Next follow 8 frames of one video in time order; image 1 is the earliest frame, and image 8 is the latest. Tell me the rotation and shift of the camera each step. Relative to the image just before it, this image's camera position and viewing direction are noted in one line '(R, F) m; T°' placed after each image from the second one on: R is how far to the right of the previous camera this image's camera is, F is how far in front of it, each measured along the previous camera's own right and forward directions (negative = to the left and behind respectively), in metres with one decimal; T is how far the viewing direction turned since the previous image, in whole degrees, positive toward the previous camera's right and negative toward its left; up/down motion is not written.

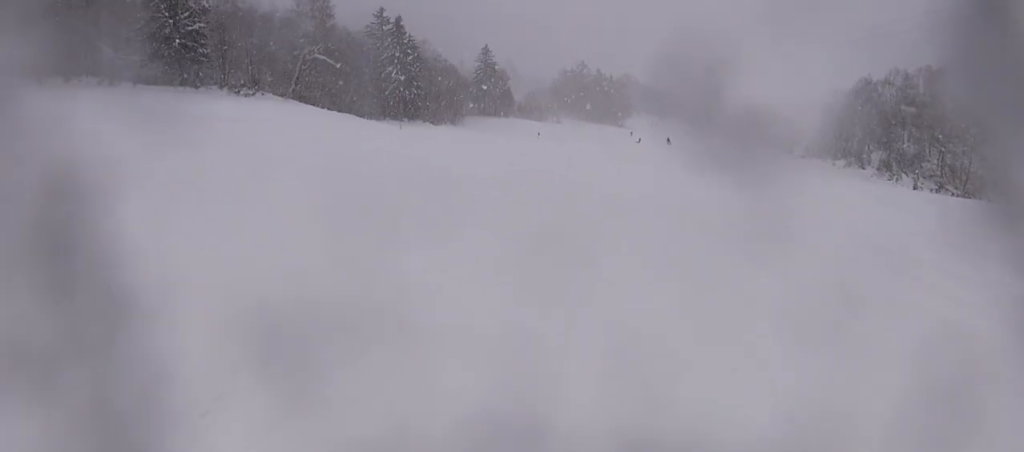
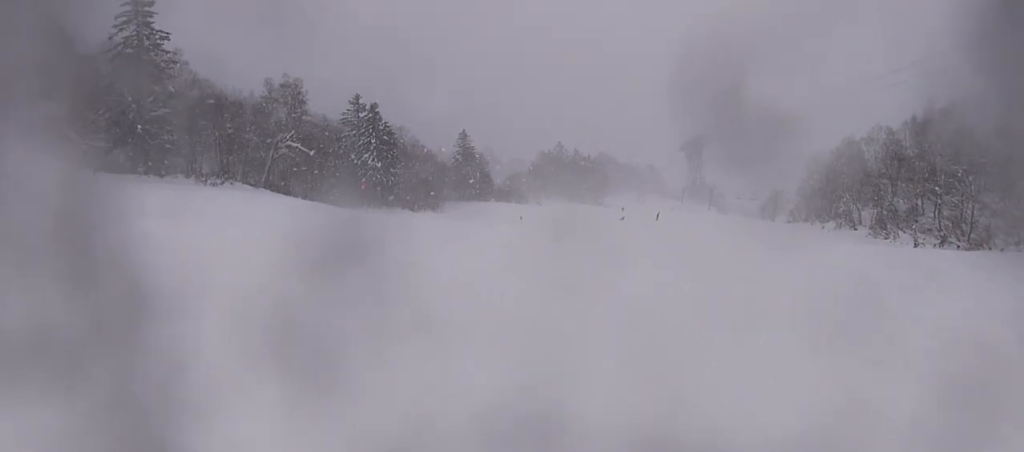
(+0.8, +4.6) m; +1°
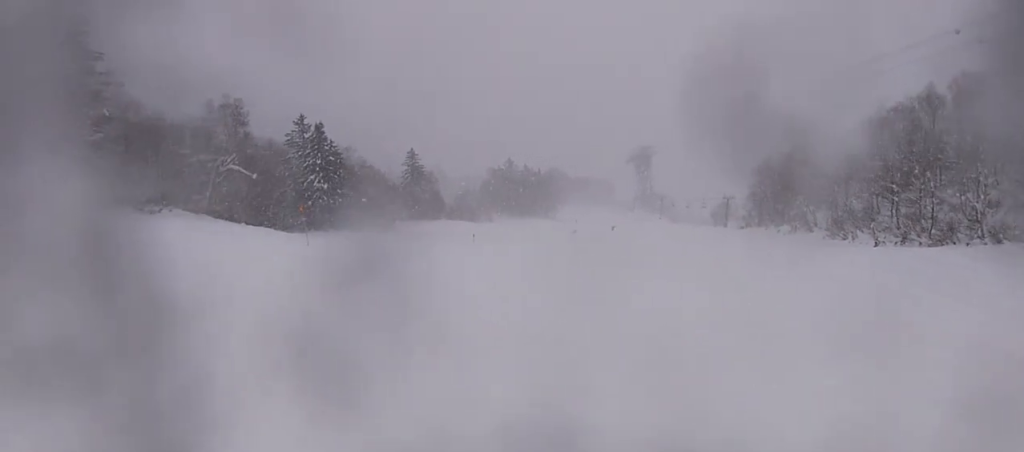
(+0.1, +2.3) m; +3°
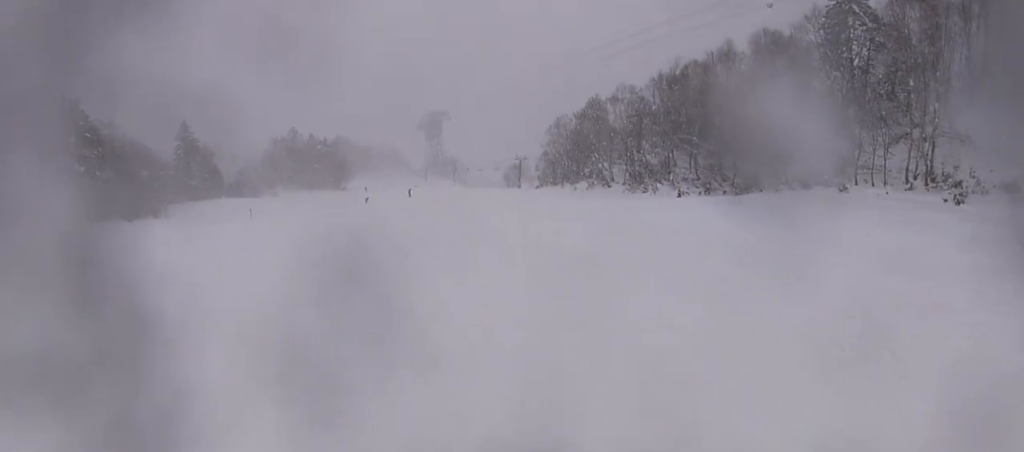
(-0.6, +4.6) m; +12°
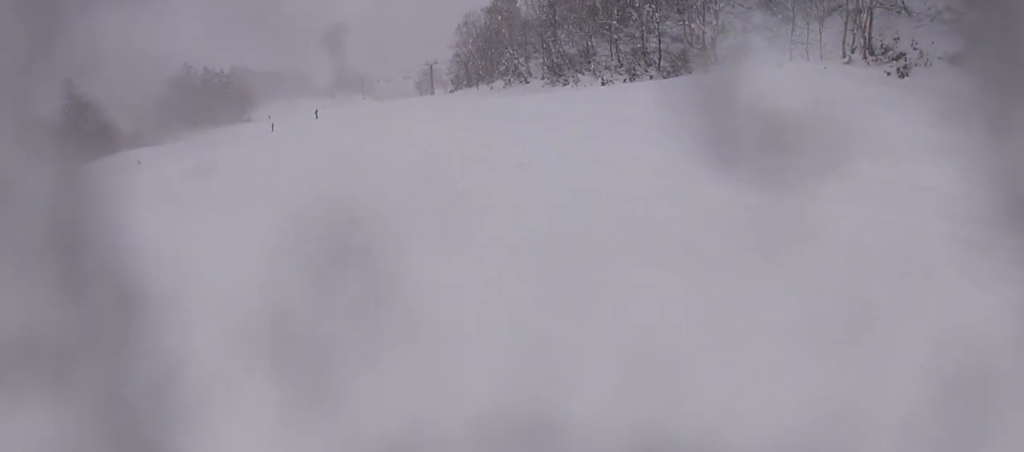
(+0.9, +2.7) m; +9°
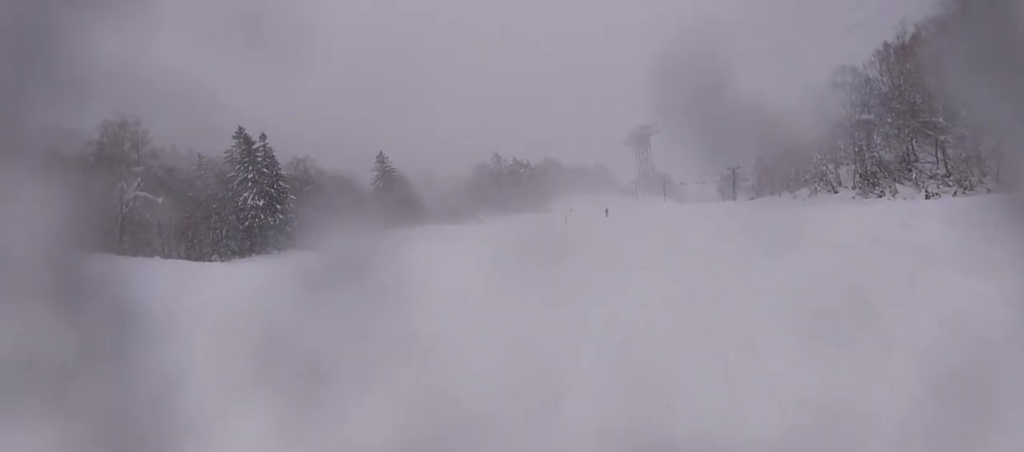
(+0.6, +6.9) m; -21°
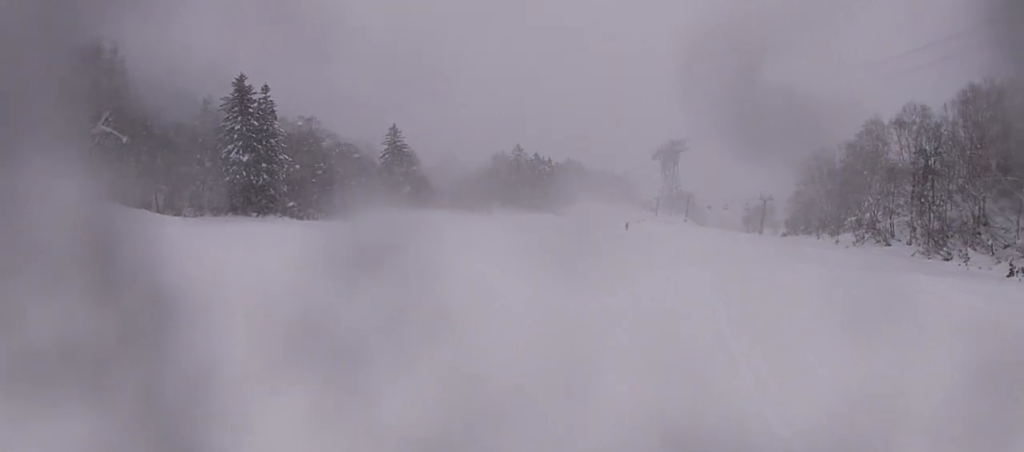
(-1.9, +7.9) m; +4°
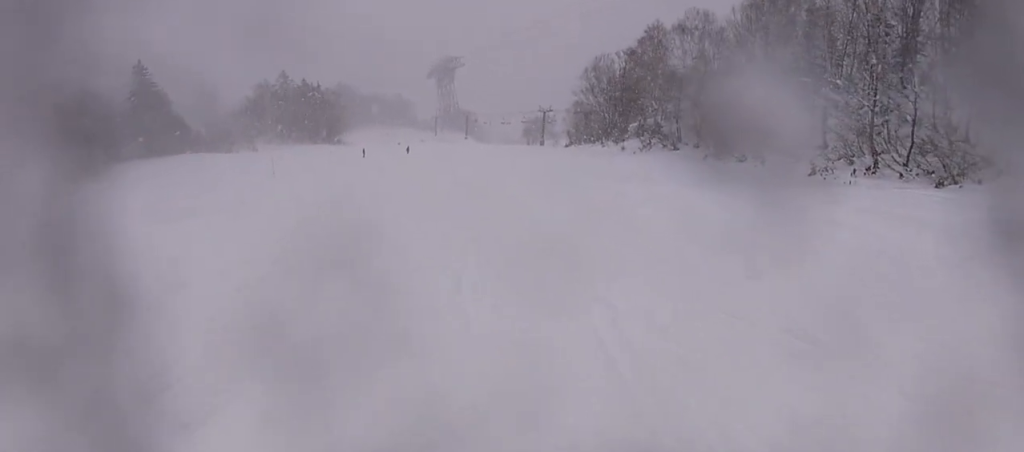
(+1.0, +4.6) m; +12°
